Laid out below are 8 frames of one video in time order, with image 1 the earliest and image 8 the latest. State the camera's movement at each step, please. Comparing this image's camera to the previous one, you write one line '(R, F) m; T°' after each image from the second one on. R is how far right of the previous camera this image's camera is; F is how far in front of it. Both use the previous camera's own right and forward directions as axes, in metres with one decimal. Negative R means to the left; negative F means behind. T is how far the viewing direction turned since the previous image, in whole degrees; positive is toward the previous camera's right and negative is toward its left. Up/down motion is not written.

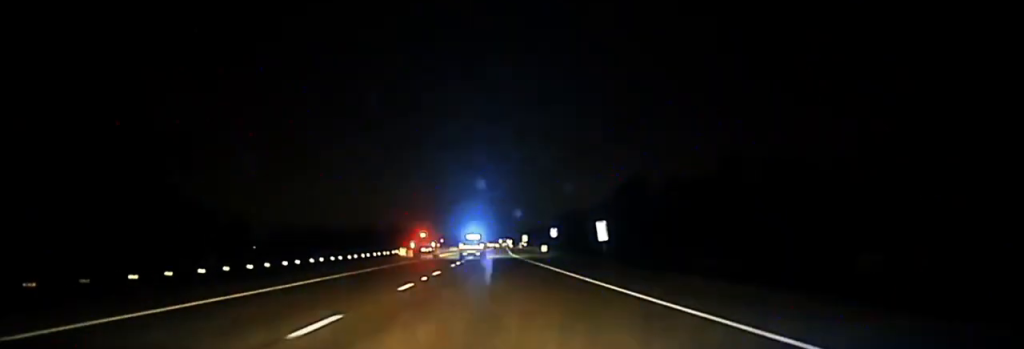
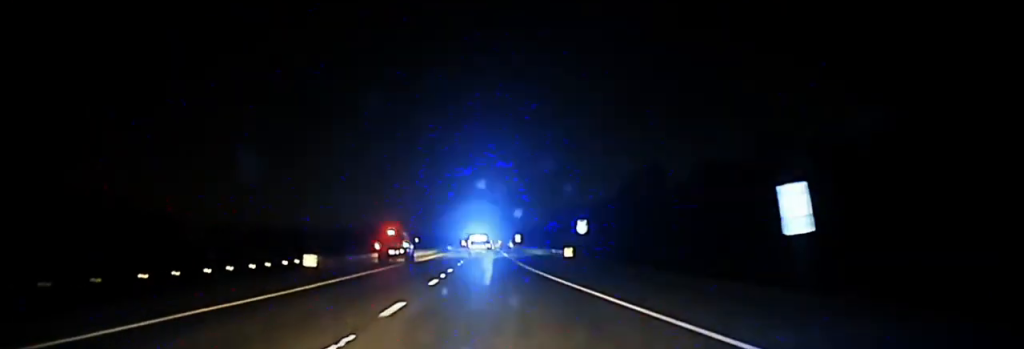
(0.0, +50.7) m; 0°
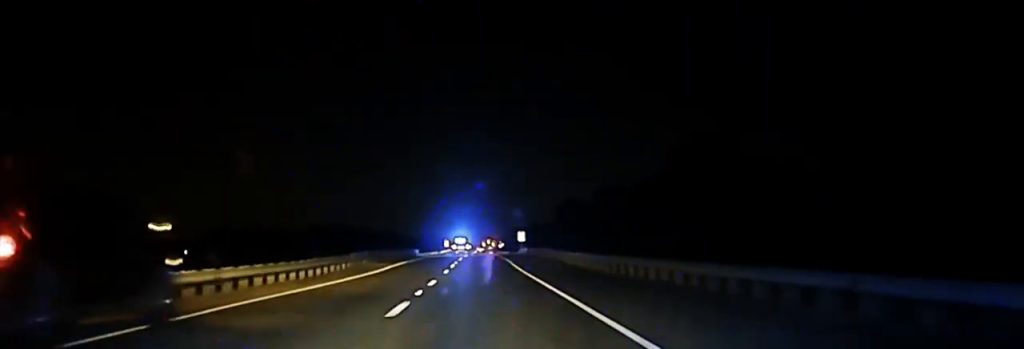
(+1.2, +81.1) m; +1°
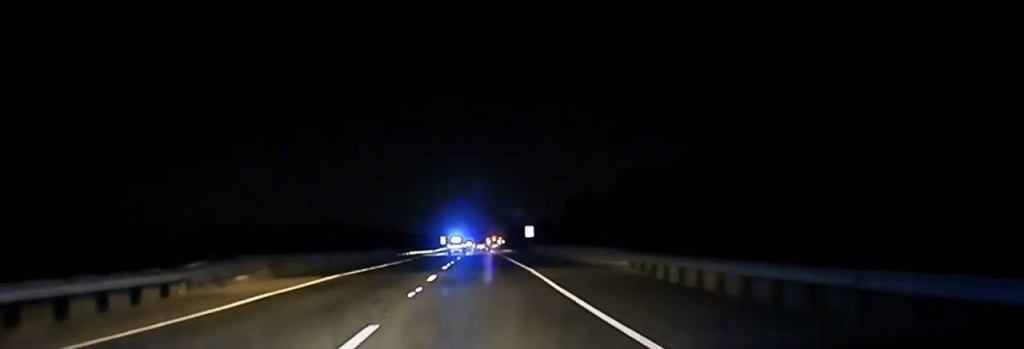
(+0.2, +29.6) m; -1°
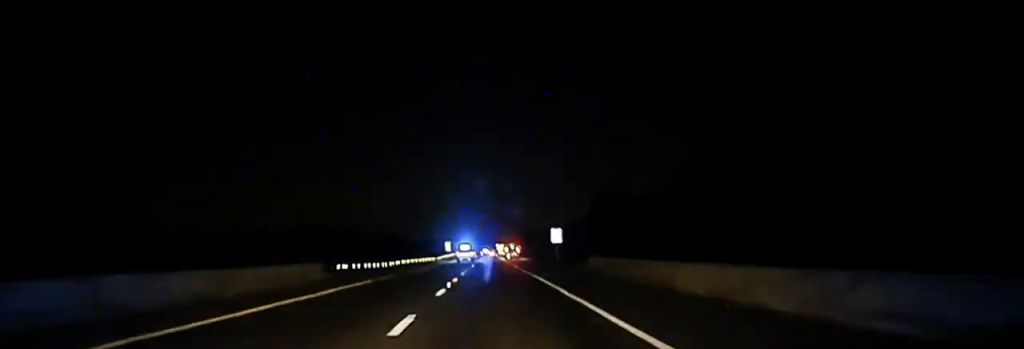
(-0.6, +38.5) m; -1°
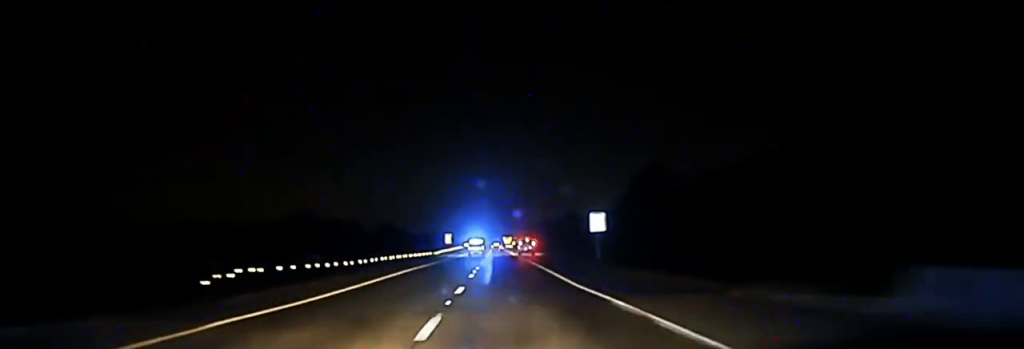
(+0.1, +37.6) m; 0°
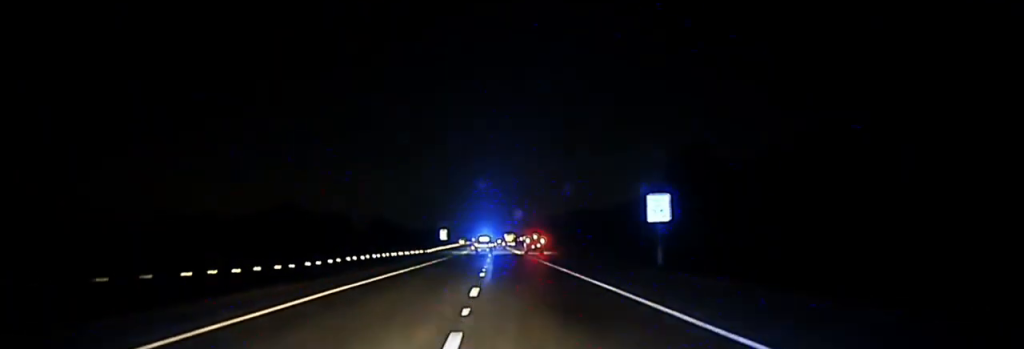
(+0.1, +28.7) m; 0°
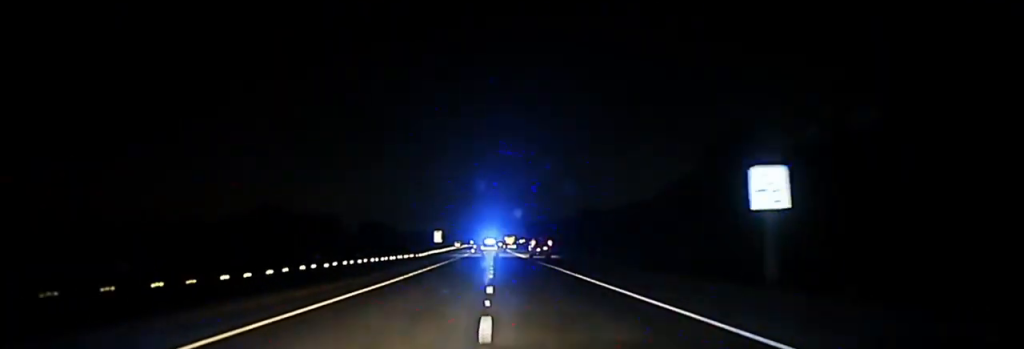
(+0.1, +21.5) m; 0°
